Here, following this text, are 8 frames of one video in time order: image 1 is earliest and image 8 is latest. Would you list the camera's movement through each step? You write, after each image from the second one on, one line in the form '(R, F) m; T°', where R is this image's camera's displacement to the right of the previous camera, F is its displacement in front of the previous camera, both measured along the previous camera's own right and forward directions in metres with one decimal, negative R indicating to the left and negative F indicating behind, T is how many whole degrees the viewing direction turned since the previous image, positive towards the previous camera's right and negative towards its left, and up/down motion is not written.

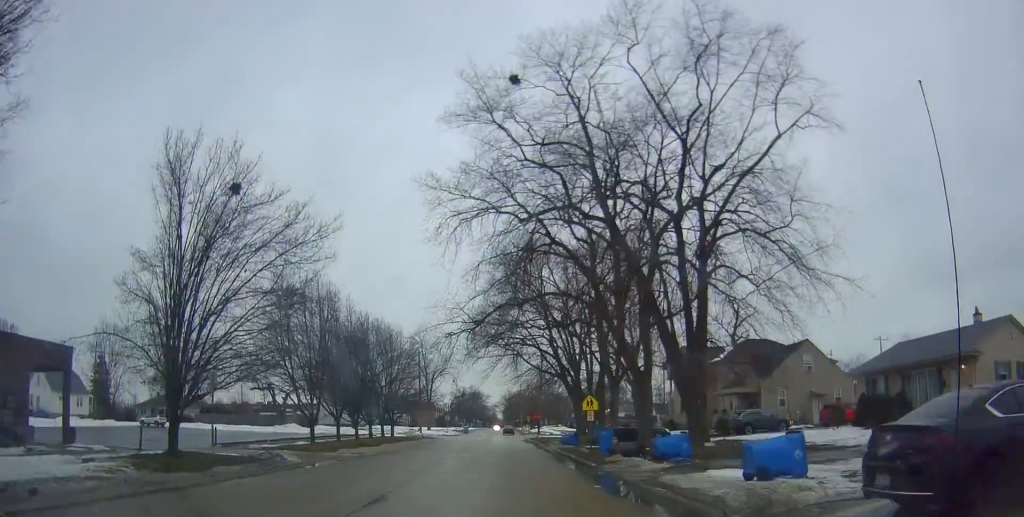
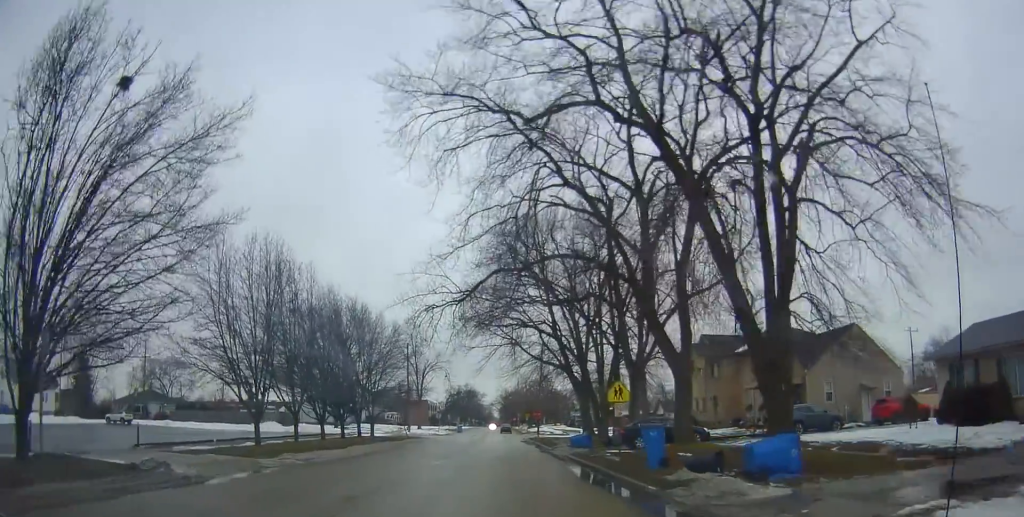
(-0.3, +6.9) m; -2°
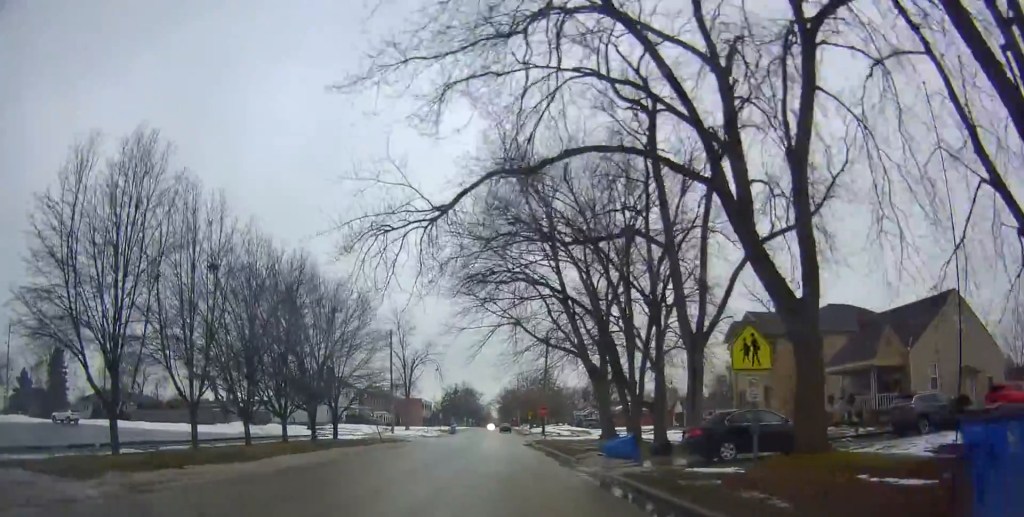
(+0.1, +10.5) m; 0°
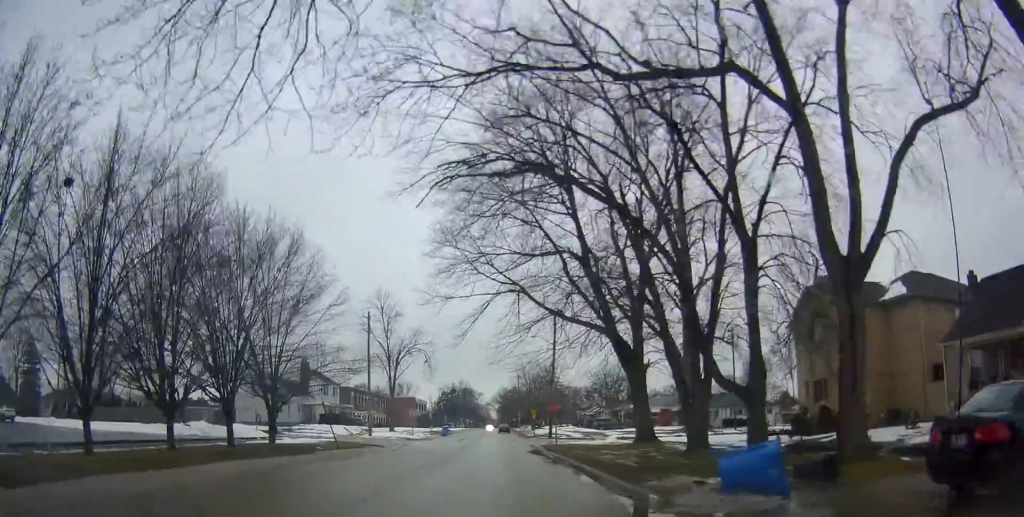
(0.0, +10.7) m; +2°
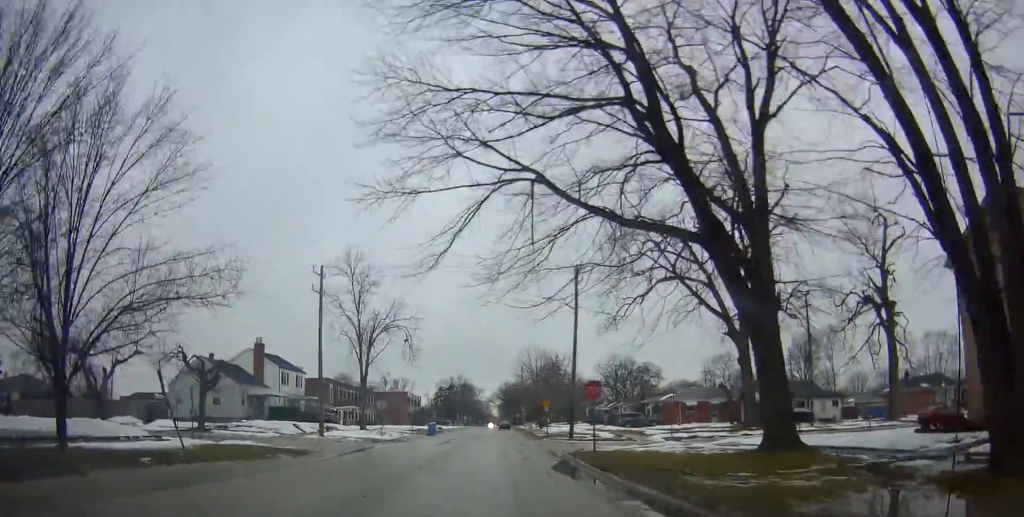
(+0.4, +15.4) m; +1°
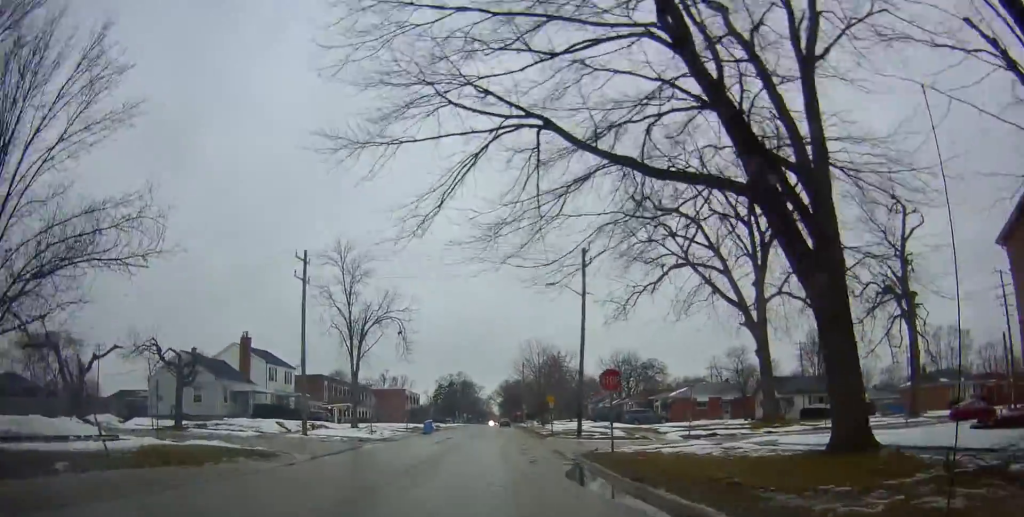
(+0.1, +3.9) m; -1°
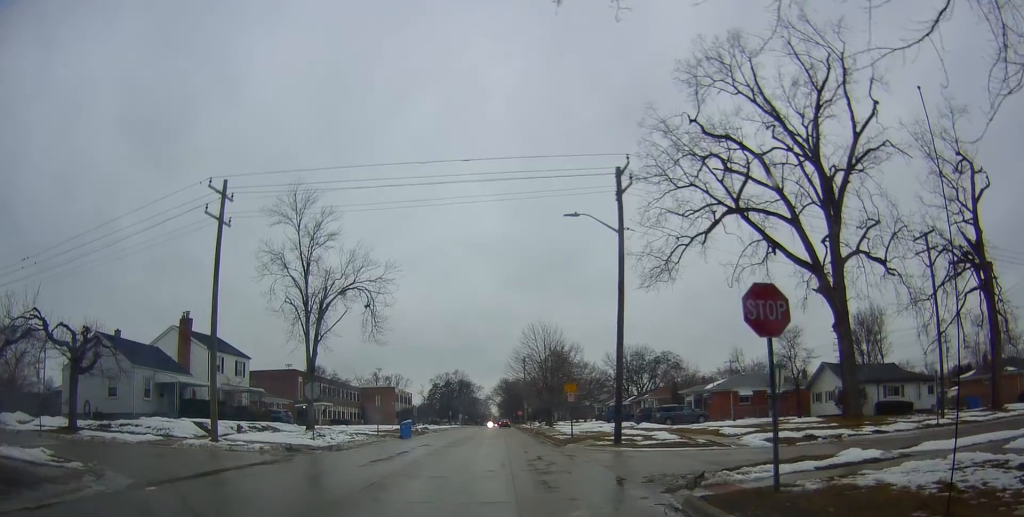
(-0.5, +15.4) m; -1°
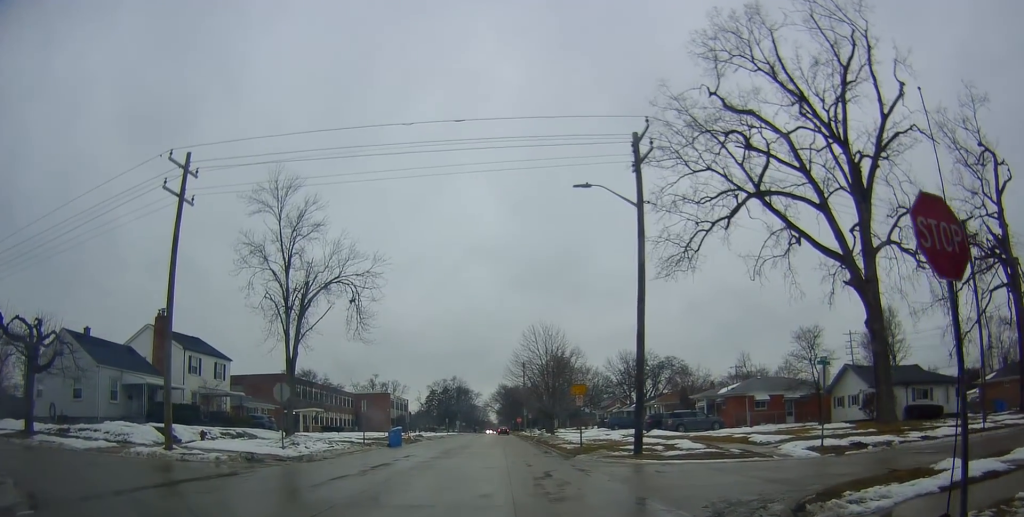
(+0.2, +8.7) m; -1°
